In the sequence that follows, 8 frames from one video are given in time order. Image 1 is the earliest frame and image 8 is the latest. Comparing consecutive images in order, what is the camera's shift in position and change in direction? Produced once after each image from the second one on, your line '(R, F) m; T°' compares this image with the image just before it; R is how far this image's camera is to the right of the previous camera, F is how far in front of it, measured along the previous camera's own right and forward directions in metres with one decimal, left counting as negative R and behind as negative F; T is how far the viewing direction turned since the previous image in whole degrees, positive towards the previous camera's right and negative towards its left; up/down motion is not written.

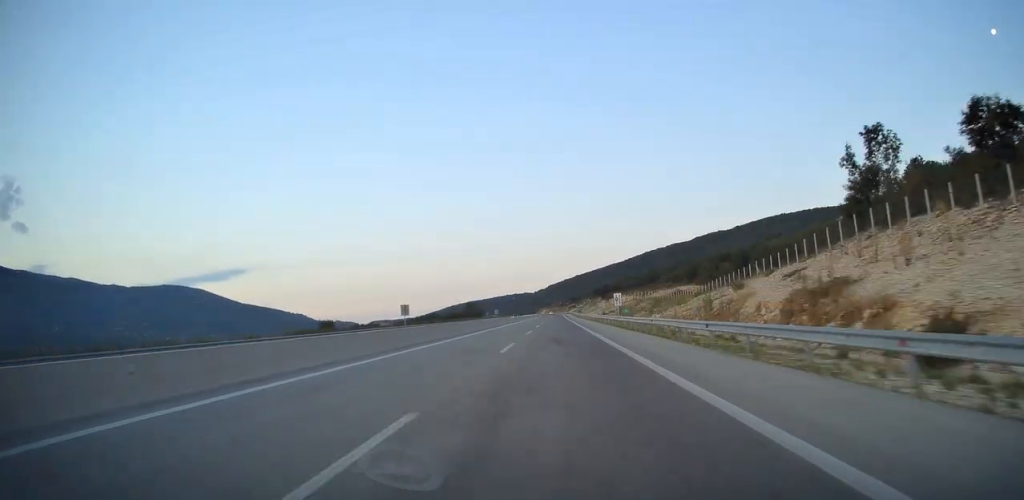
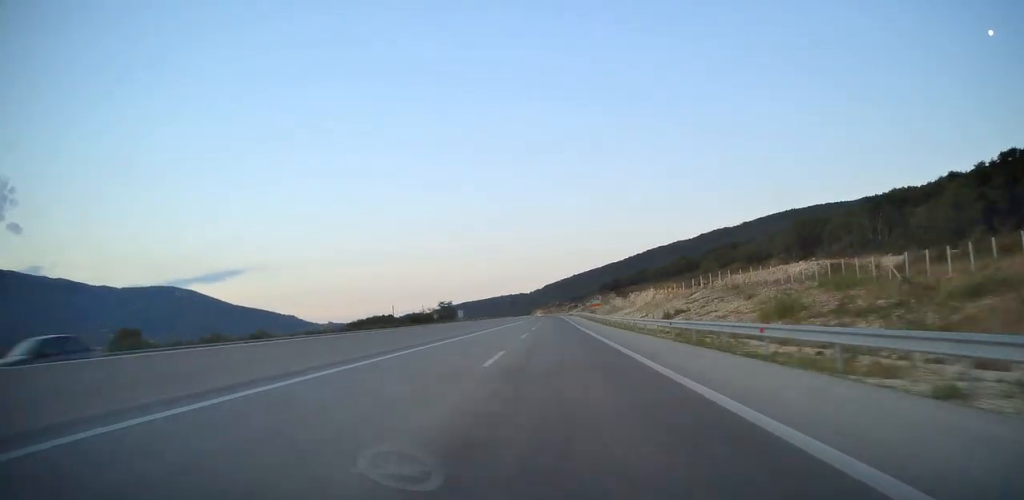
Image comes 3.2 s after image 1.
(+0.6, +77.5) m; 0°
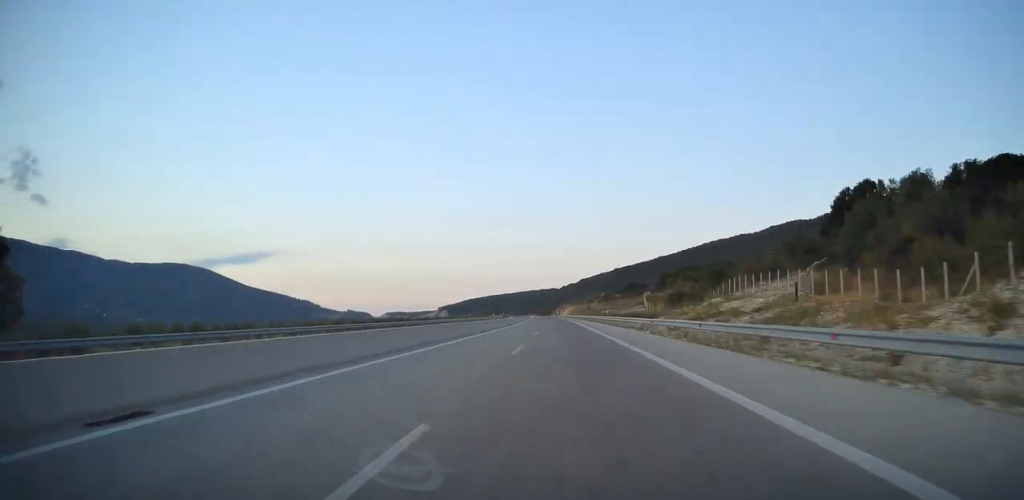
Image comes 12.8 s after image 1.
(-3.7, +232.1) m; -2°
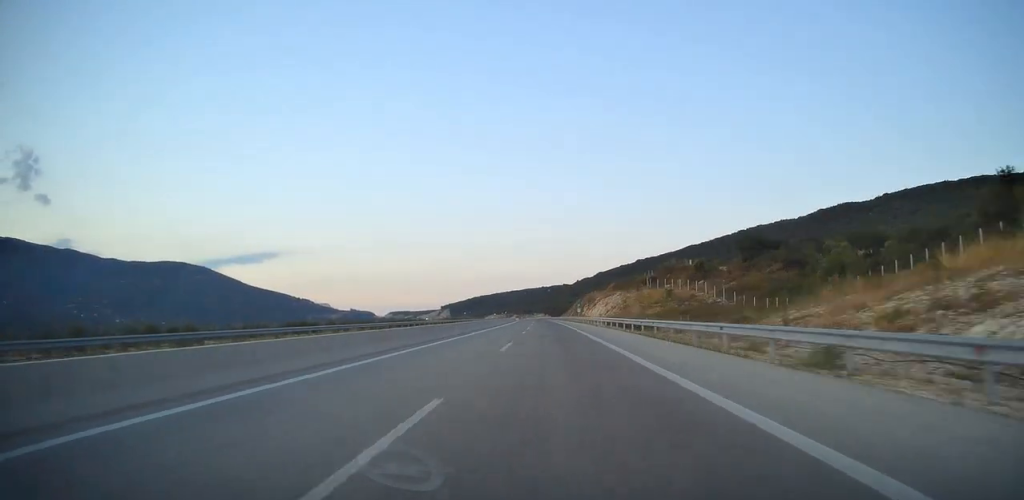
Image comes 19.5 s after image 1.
(-3.2, +162.1) m; -2°
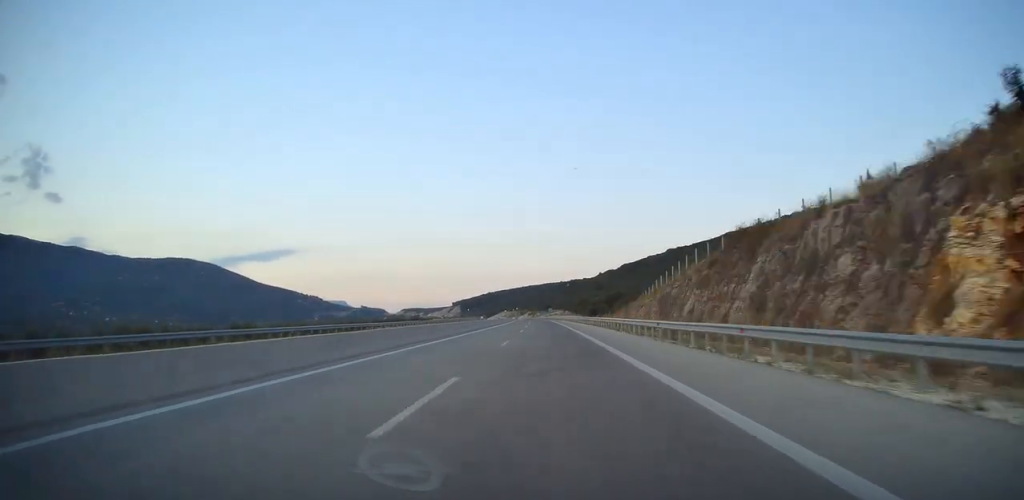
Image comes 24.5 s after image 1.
(-1.8, +125.3) m; -2°
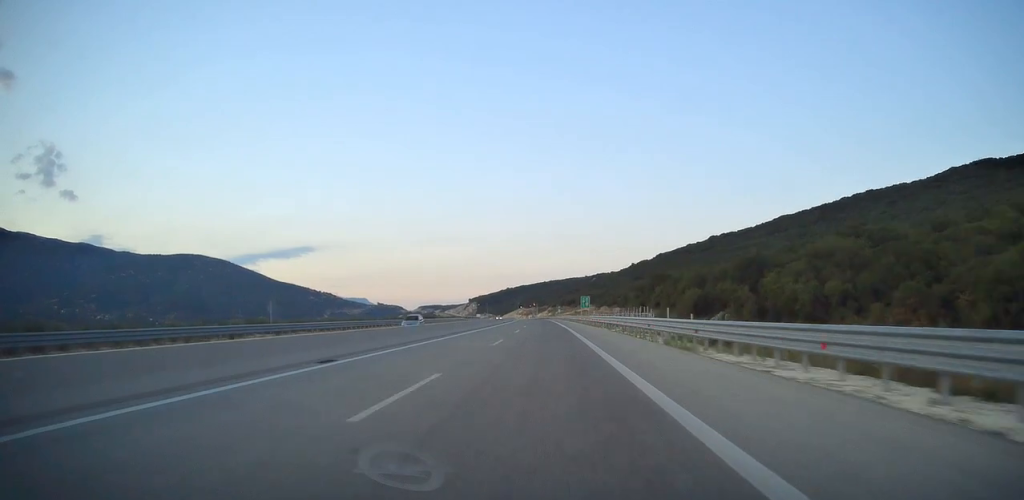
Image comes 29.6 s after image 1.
(-1.0, +126.9) m; -2°
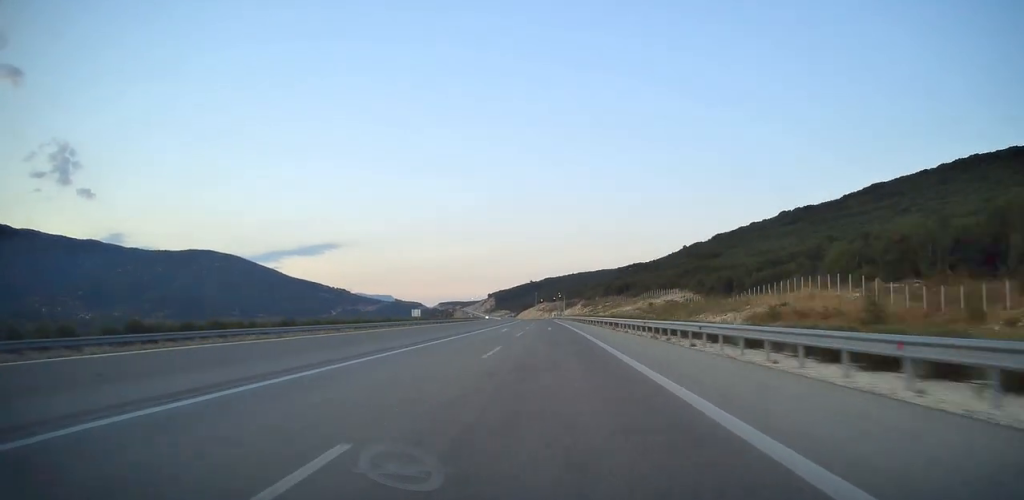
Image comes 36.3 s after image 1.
(-4.6, +174.2) m; -3°
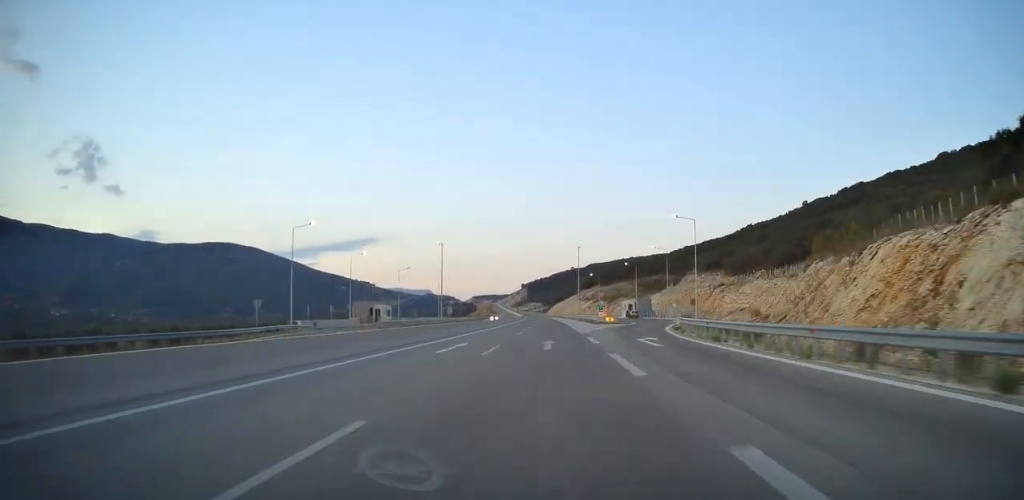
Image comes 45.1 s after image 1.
(-7.1, +233.6) m; -4°
